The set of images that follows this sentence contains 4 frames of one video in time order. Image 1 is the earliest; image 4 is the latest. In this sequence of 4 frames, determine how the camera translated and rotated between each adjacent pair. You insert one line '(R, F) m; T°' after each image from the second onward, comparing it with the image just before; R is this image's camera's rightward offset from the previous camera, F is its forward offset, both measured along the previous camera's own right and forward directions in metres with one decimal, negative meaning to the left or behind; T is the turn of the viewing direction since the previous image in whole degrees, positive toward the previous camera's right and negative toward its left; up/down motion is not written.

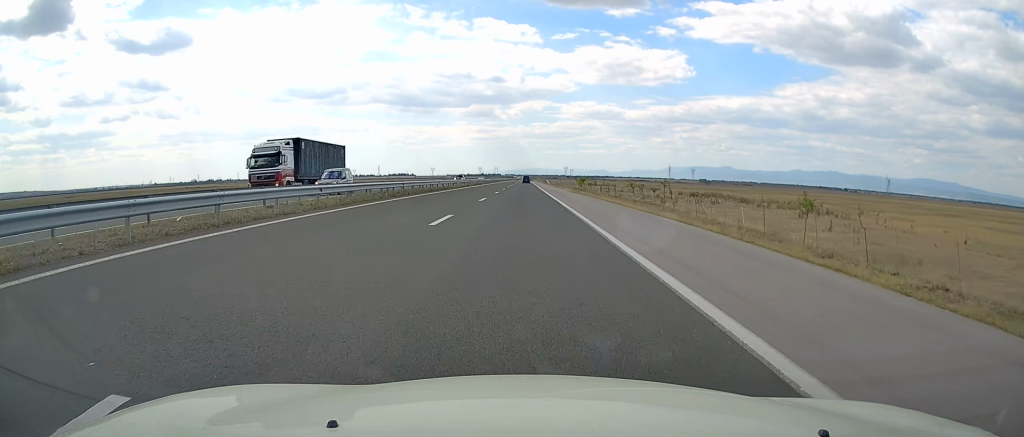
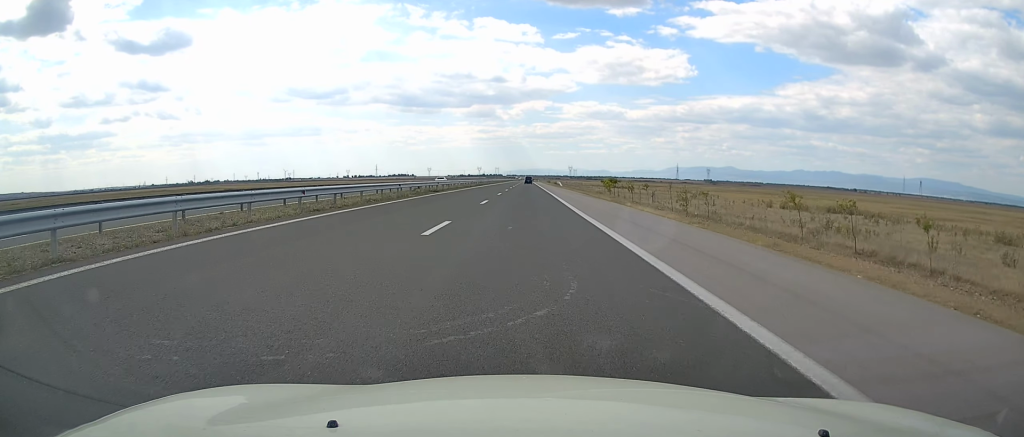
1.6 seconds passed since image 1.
(+0.2, +50.5) m; 0°
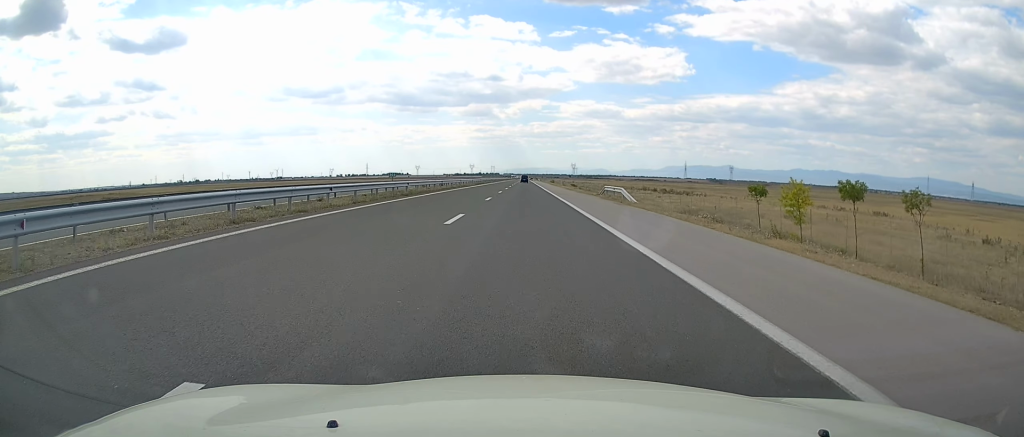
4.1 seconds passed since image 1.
(-0.3, +76.8) m; 0°
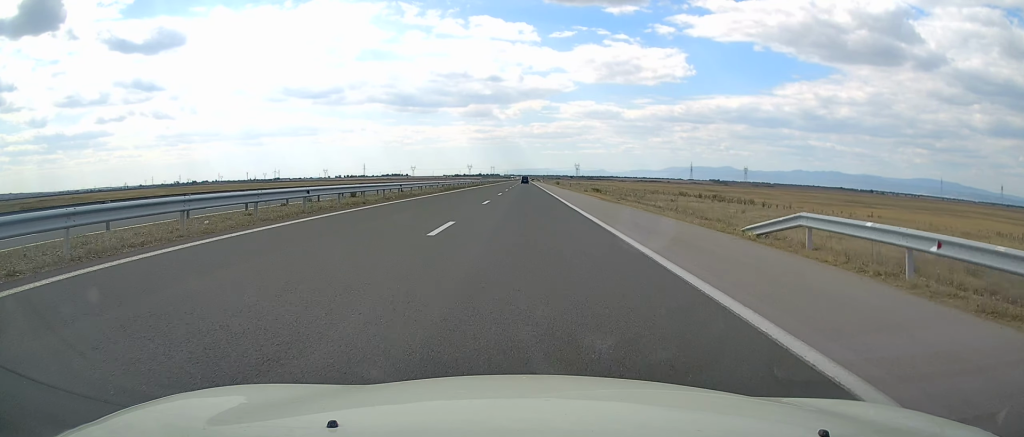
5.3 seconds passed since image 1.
(+0.1, +34.8) m; +1°
